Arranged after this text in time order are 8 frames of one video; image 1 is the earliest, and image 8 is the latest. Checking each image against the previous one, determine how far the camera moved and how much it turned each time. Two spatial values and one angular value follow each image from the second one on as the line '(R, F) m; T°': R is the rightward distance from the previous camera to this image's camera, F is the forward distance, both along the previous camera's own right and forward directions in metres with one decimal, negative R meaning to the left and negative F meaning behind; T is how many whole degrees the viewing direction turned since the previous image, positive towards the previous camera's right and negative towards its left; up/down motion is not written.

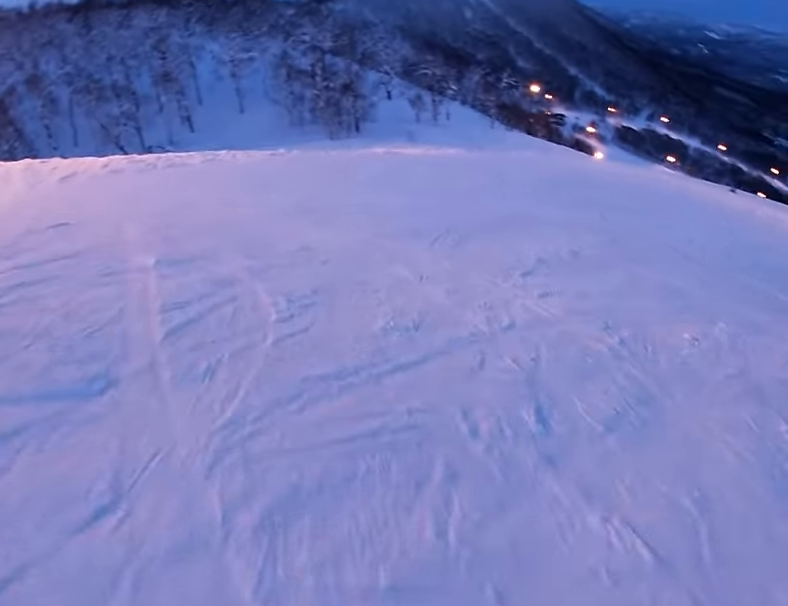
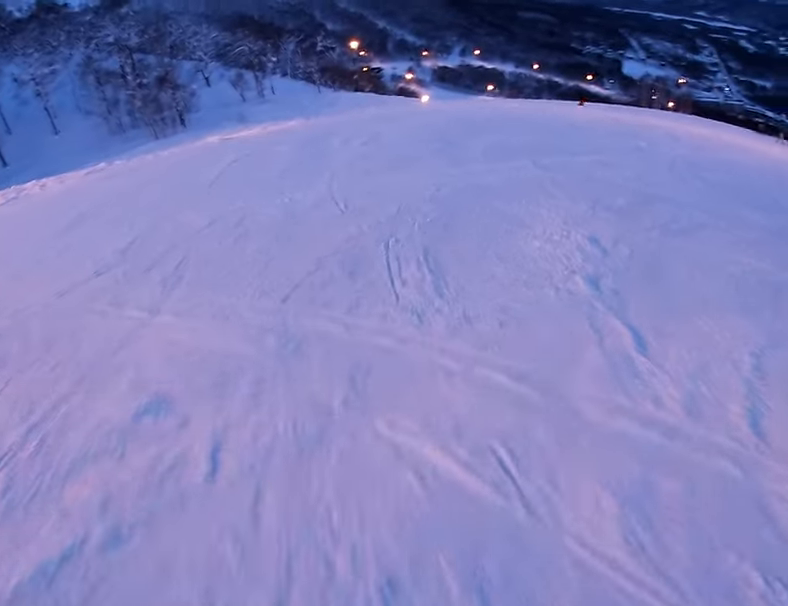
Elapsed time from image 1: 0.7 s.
(+0.3, +4.6) m; +25°
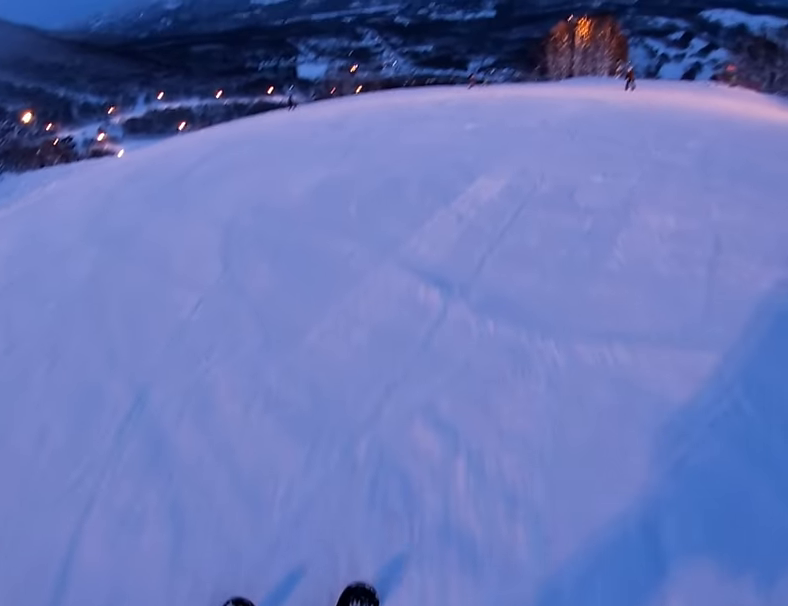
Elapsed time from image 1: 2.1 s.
(+4.3, +7.9) m; +41°
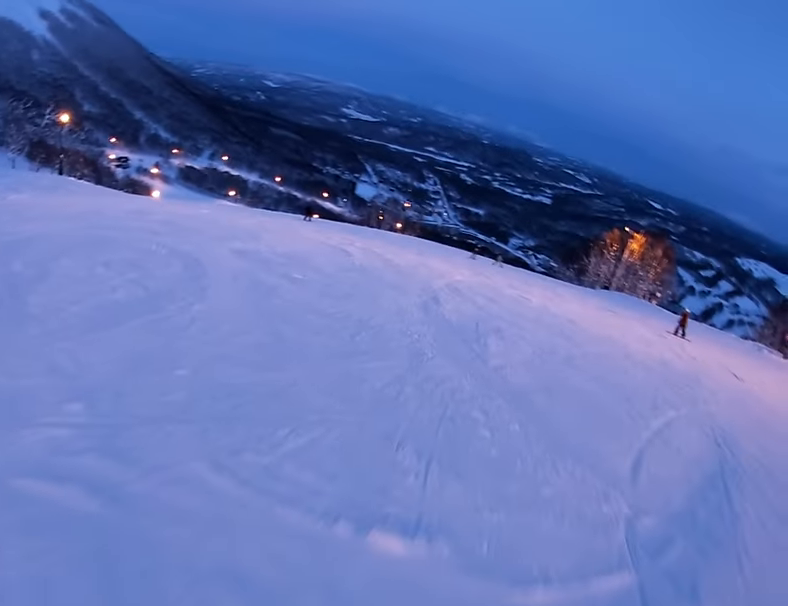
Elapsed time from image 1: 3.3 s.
(-0.1, +8.8) m; -4°
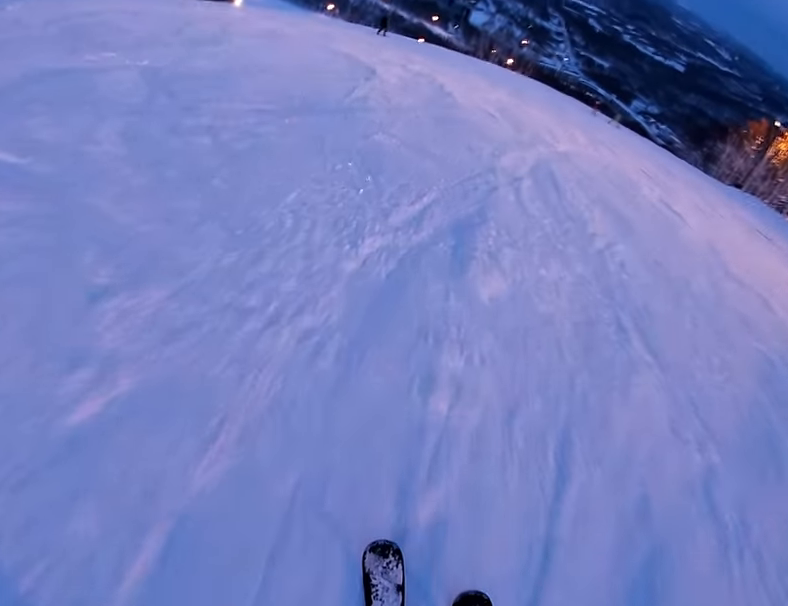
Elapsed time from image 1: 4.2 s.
(-0.2, +6.7) m; -14°
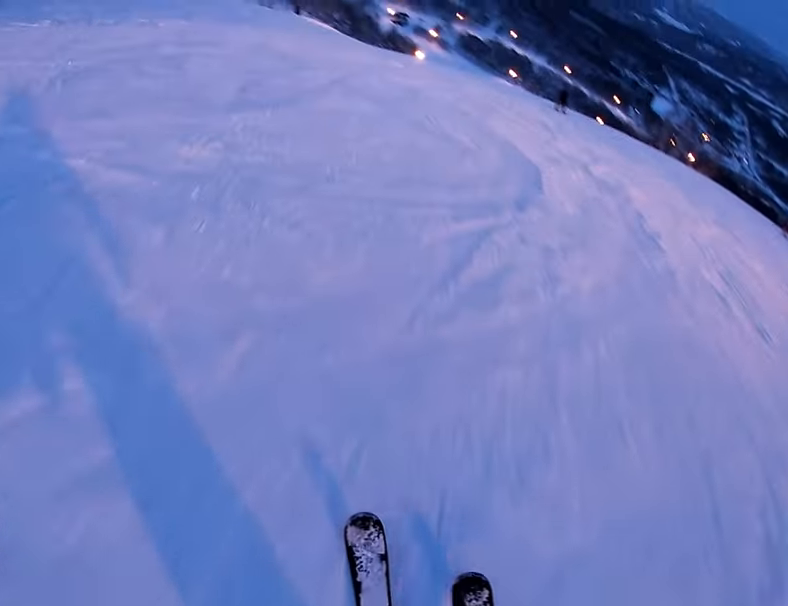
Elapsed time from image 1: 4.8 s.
(-0.8, +4.4) m; -15°
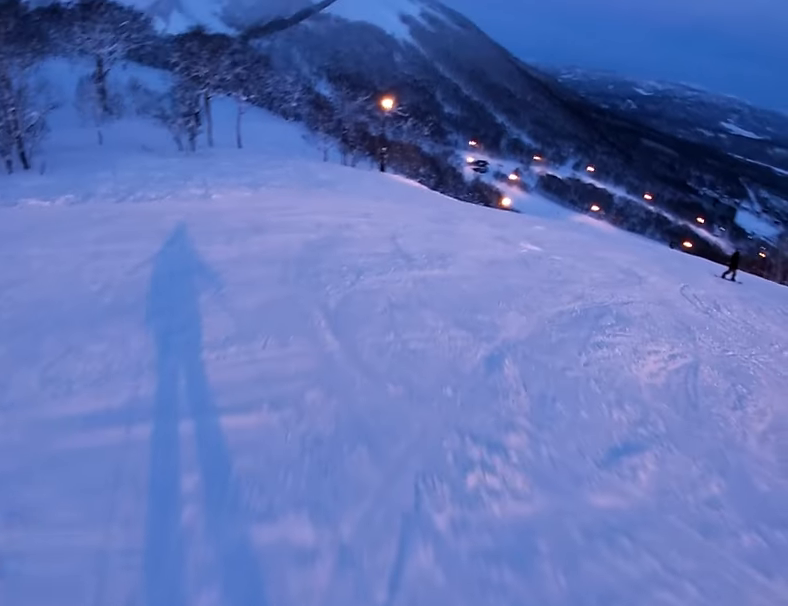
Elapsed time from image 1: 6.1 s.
(-2.2, +9.2) m; -6°
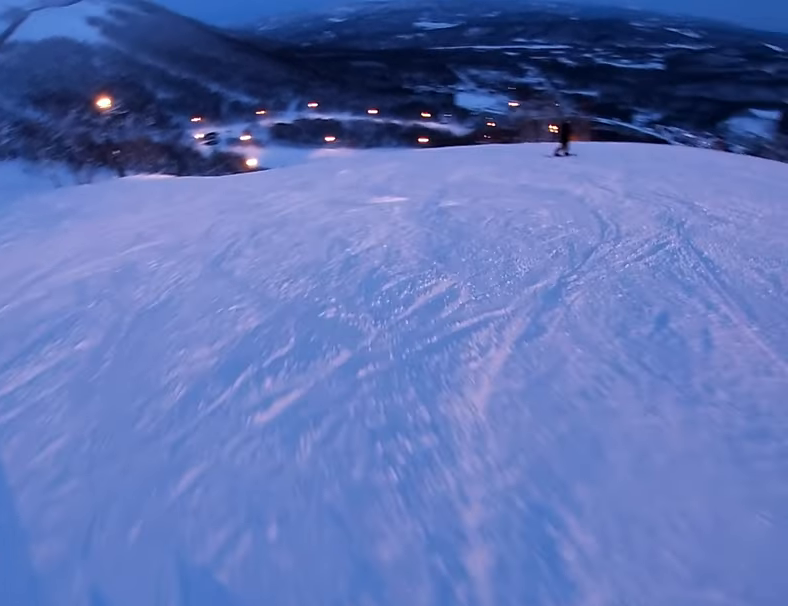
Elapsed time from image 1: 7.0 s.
(+1.4, +5.7) m; +10°
